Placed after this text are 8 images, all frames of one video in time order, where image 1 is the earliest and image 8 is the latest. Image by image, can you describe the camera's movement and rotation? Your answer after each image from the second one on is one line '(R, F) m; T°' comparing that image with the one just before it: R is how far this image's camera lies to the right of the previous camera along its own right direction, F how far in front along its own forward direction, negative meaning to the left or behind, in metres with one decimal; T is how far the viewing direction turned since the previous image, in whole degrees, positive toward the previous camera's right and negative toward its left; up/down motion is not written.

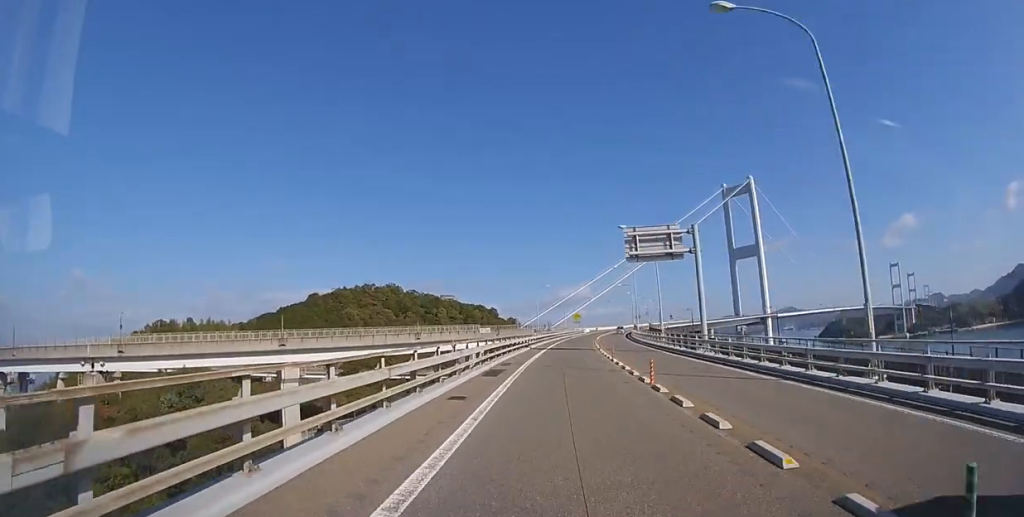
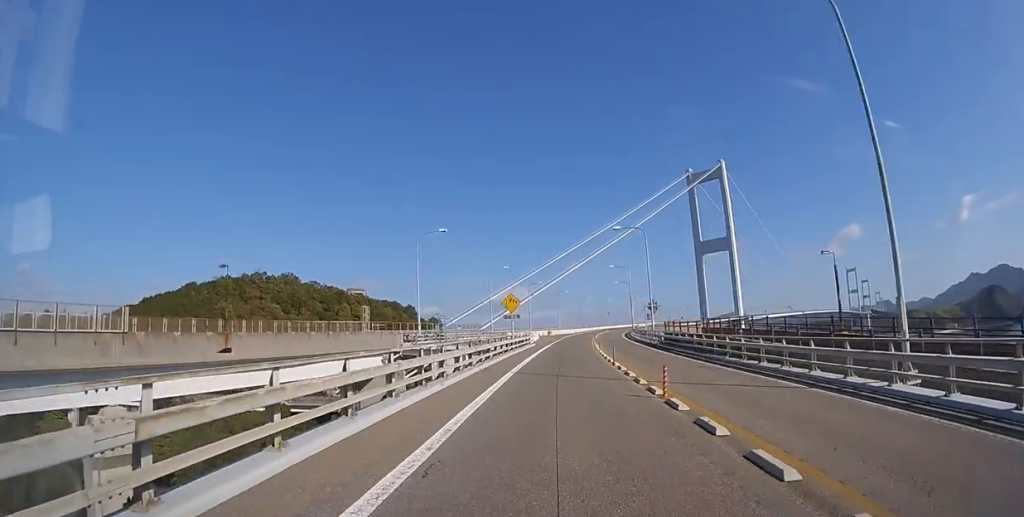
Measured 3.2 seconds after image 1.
(+4.1, +62.5) m; +7°
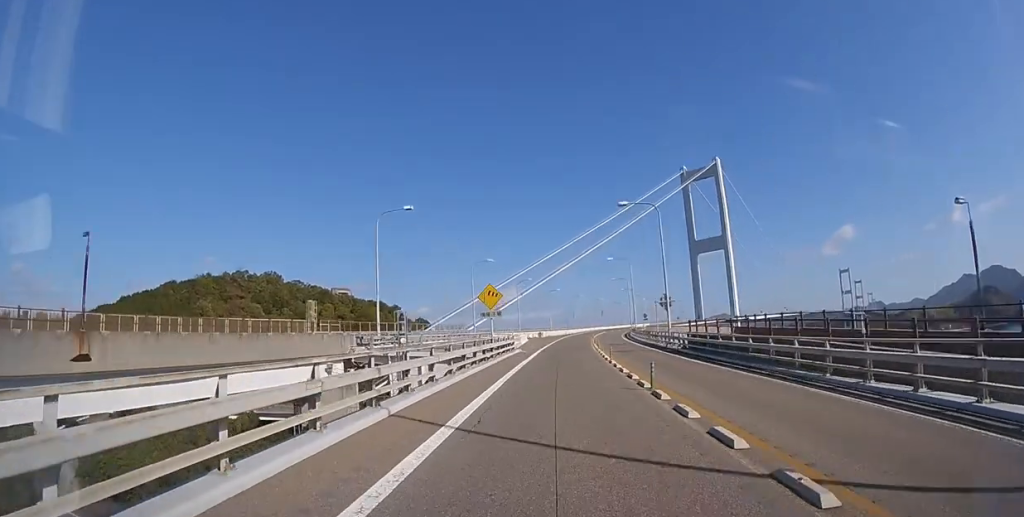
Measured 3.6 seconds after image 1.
(+0.2, +9.2) m; +1°
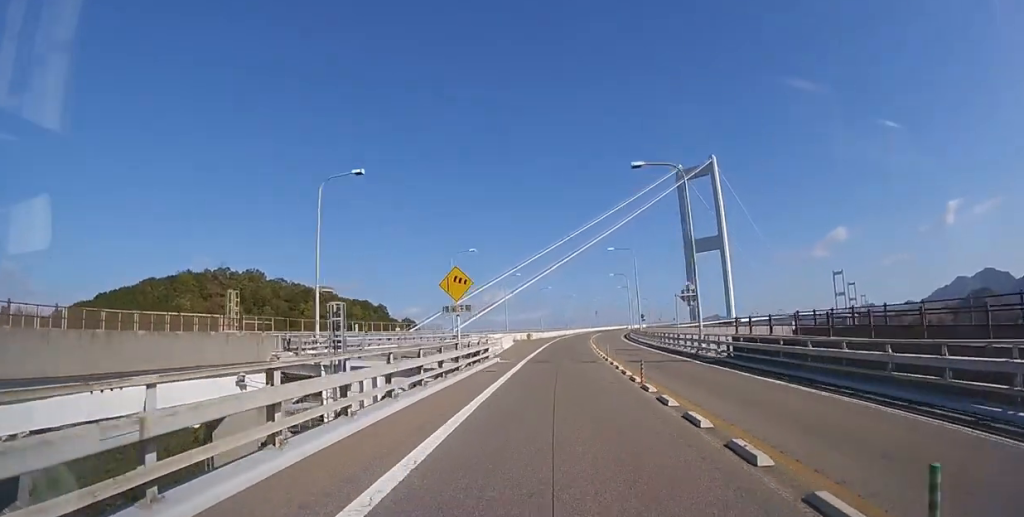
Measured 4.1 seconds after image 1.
(0.0, +8.6) m; +1°
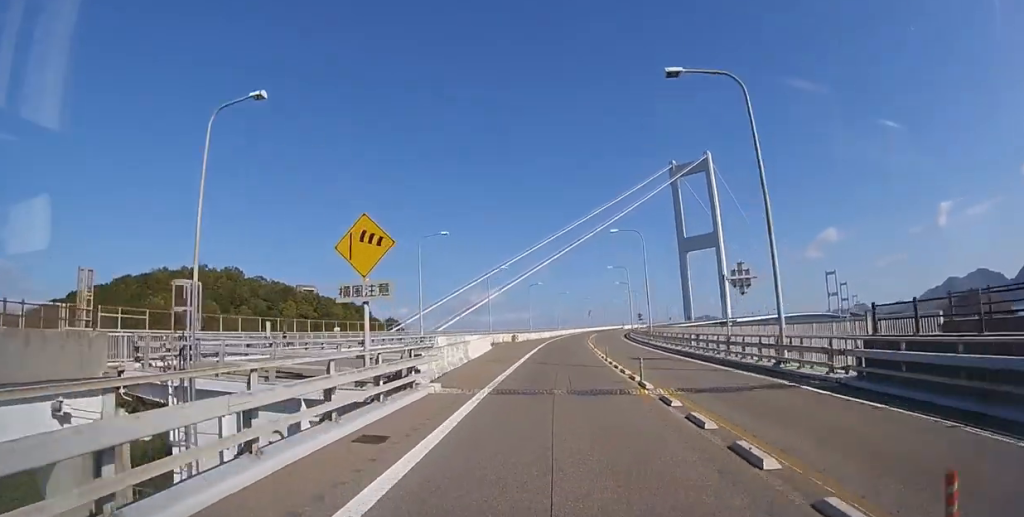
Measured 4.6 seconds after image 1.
(+0.2, +10.6) m; +1°
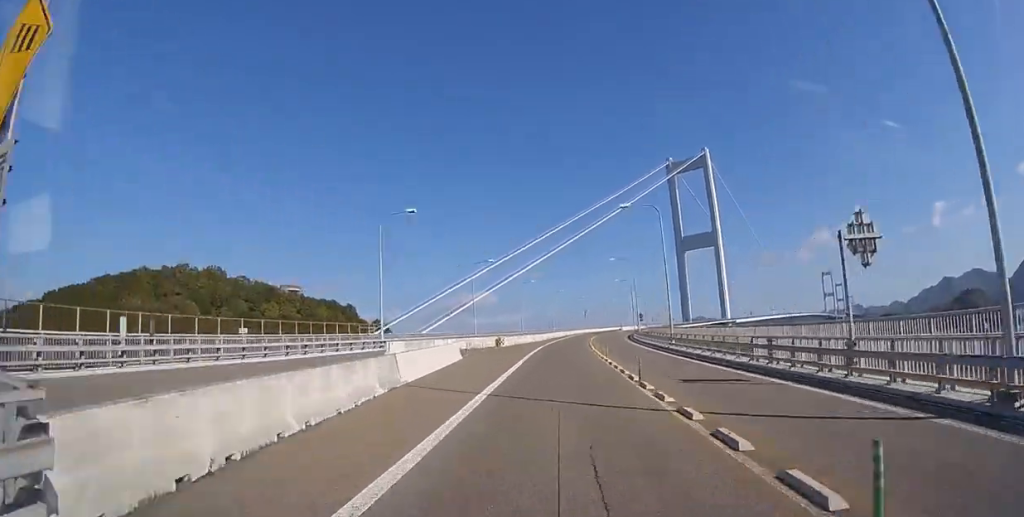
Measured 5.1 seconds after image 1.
(0.0, +9.2) m; +1°
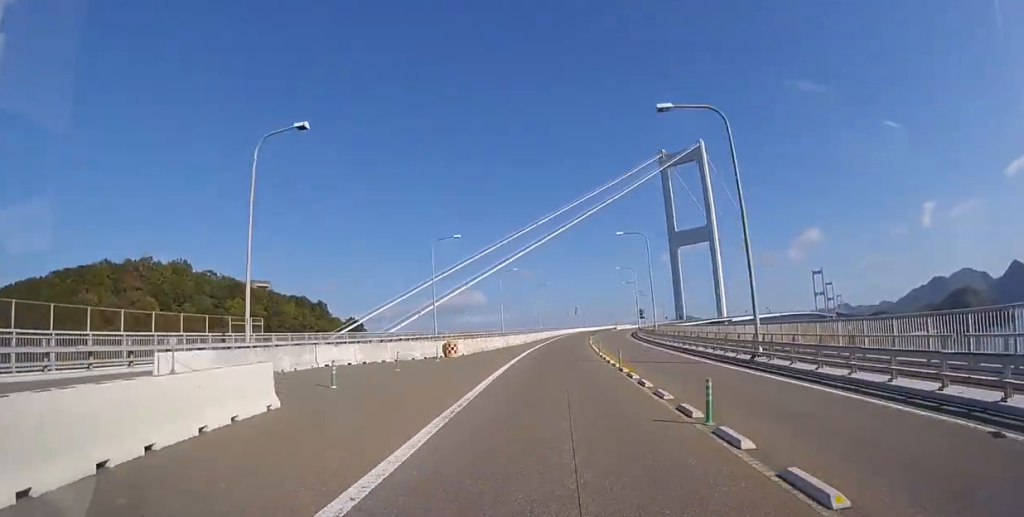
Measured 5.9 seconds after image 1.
(+0.3, +16.5) m; +1°
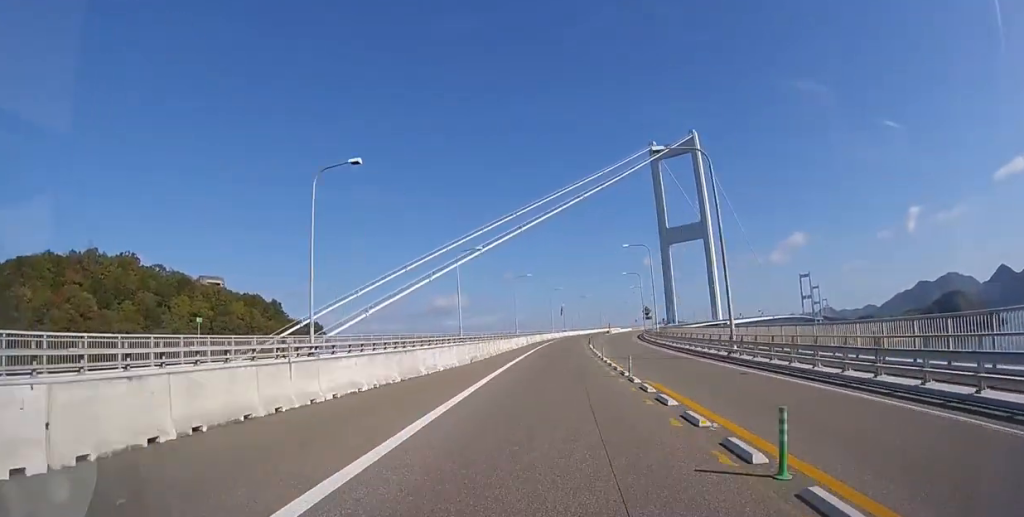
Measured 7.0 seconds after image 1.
(+0.3, +22.4) m; +2°
